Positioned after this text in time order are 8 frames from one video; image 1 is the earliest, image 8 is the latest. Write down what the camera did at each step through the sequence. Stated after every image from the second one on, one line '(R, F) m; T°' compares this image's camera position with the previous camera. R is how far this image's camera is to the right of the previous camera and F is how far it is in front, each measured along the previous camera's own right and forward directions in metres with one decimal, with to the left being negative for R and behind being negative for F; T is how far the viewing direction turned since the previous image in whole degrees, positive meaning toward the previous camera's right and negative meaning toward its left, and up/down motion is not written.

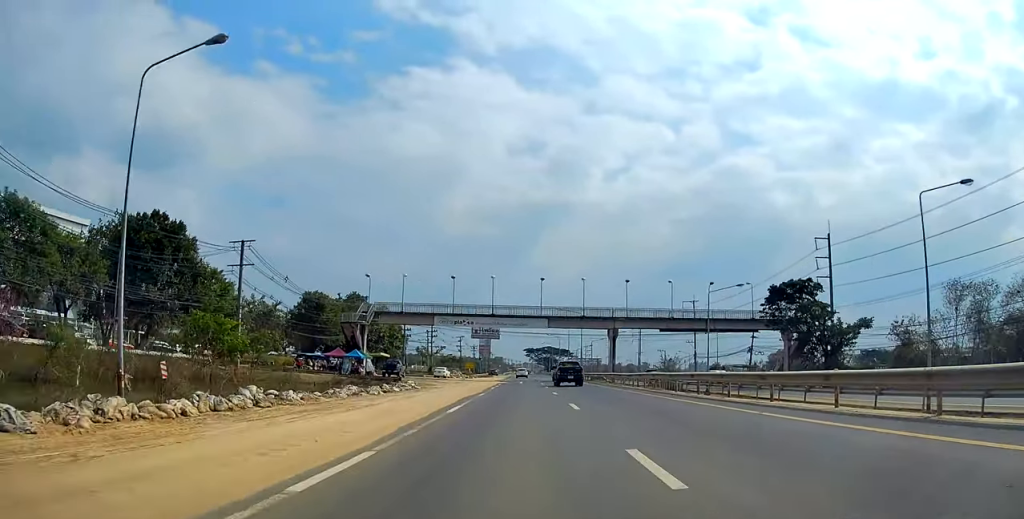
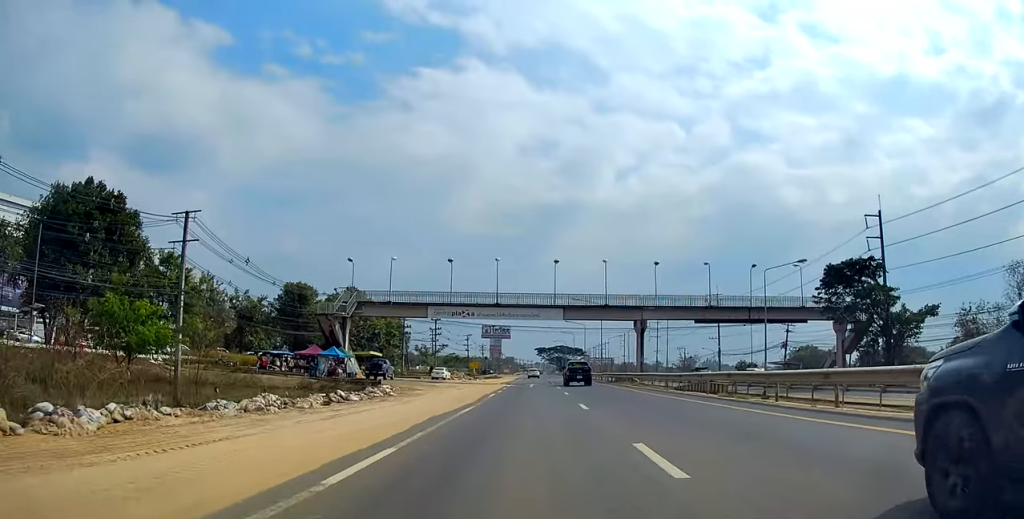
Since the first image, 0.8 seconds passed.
(0.0, +11.5) m; 0°
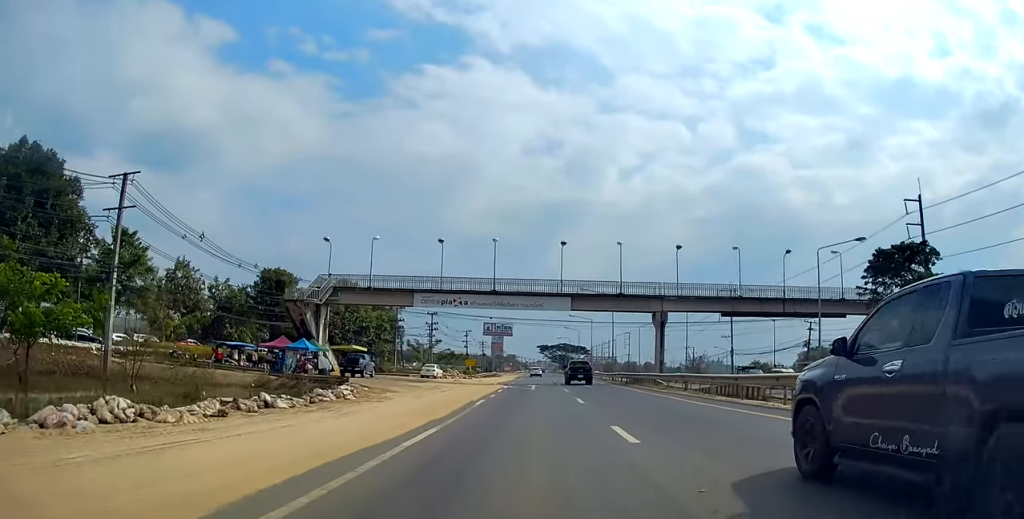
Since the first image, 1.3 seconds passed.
(0.0, +8.3) m; 0°
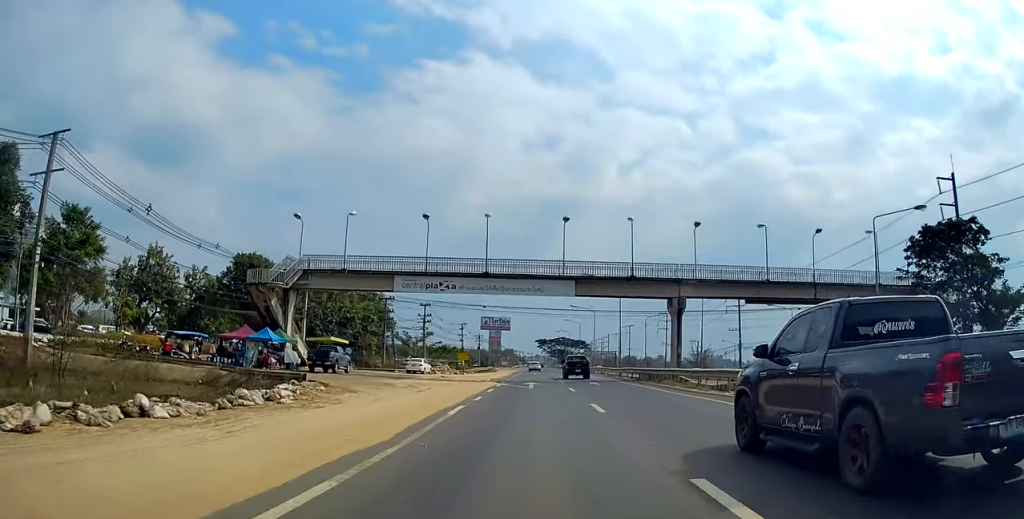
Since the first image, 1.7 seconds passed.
(0.0, +6.5) m; 0°
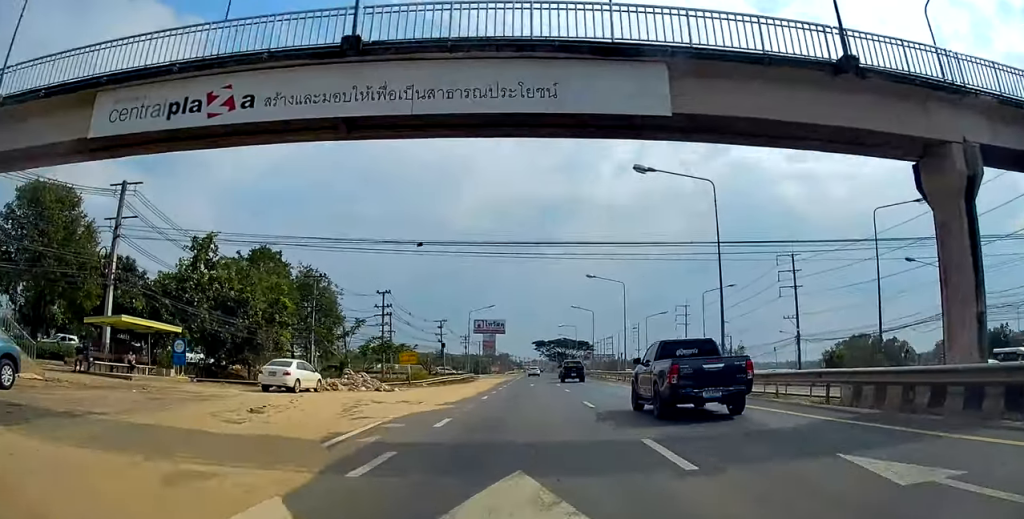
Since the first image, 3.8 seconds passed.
(+0.1, +32.7) m; -3°
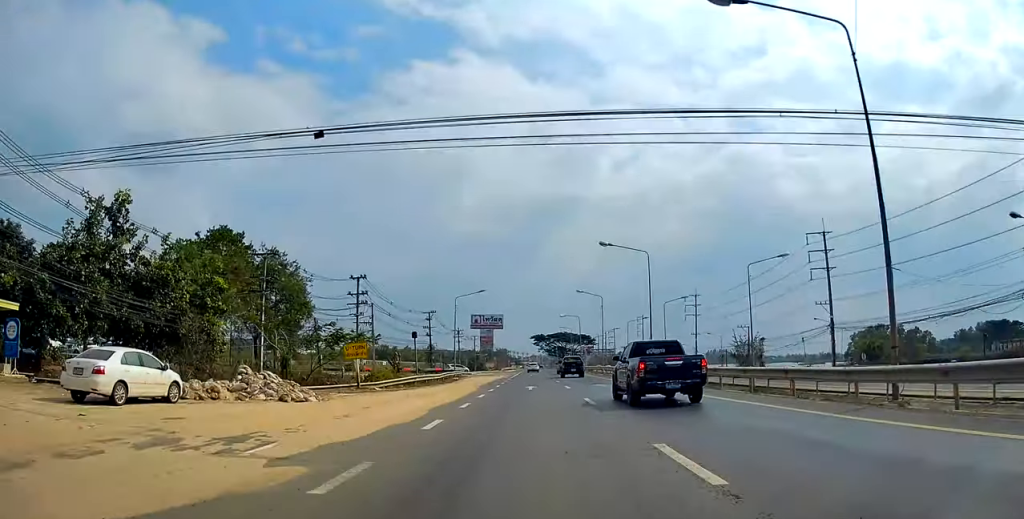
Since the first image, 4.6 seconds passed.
(-0.8, +12.6) m; 0°
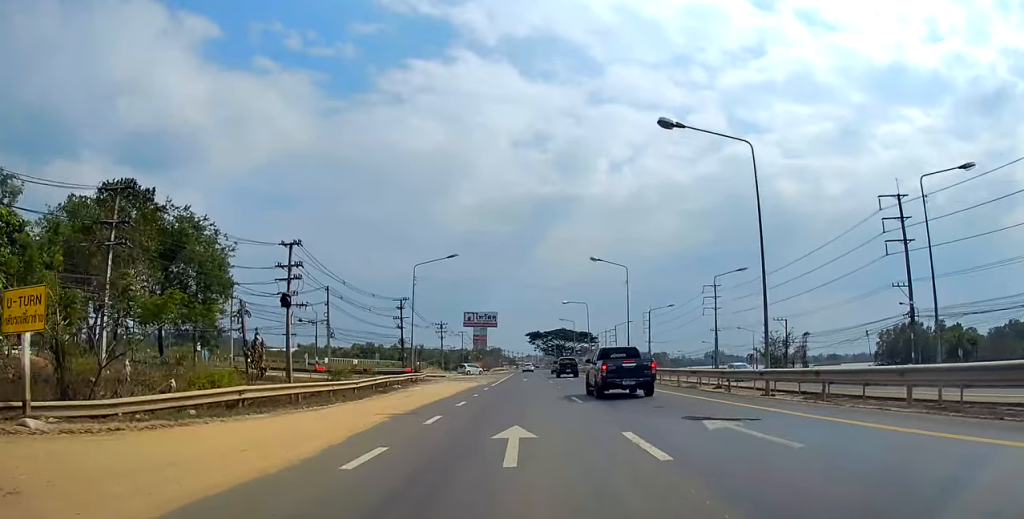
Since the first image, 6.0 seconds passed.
(+0.9, +21.6) m; +3°
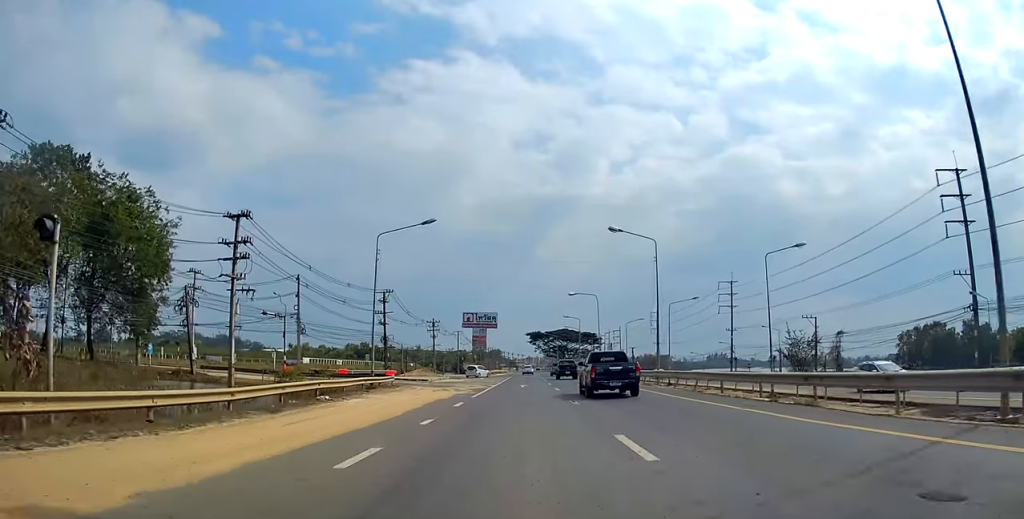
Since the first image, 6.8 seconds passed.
(0.0, +11.7) m; 0°
